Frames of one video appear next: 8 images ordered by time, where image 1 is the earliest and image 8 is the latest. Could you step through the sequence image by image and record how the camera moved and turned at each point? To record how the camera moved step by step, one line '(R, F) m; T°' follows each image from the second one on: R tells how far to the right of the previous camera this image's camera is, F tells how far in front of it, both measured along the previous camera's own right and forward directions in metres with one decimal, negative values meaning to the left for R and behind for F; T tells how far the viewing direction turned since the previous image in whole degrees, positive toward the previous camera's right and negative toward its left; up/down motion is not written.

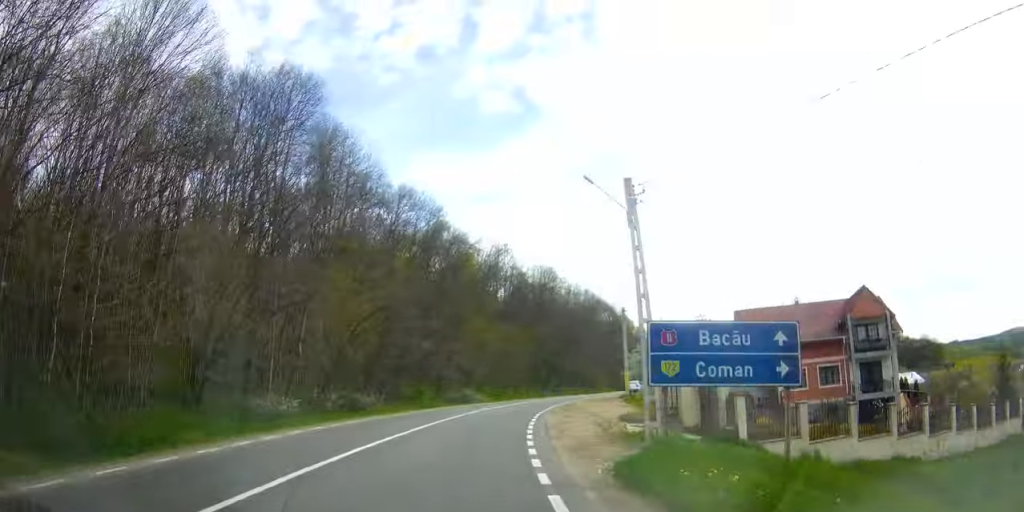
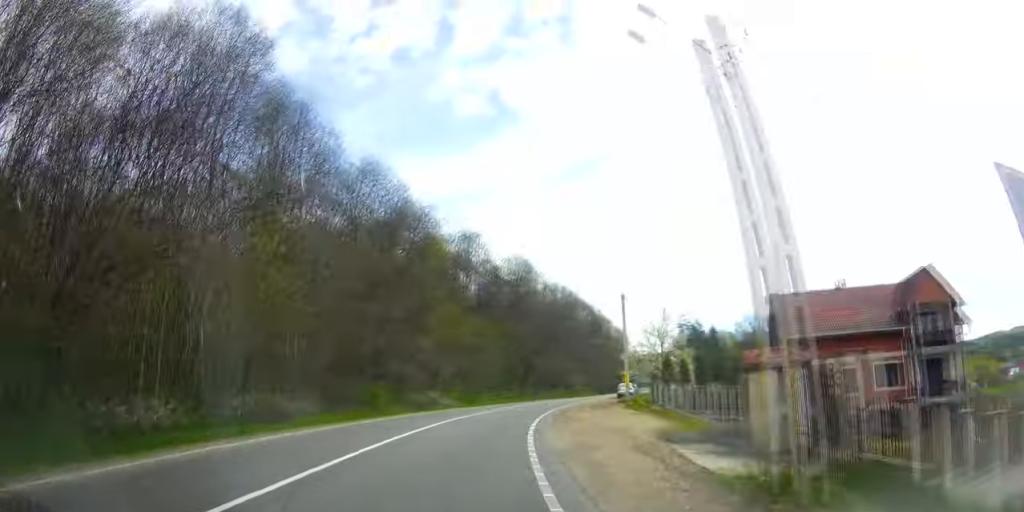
(-0.3, +10.8) m; +1°
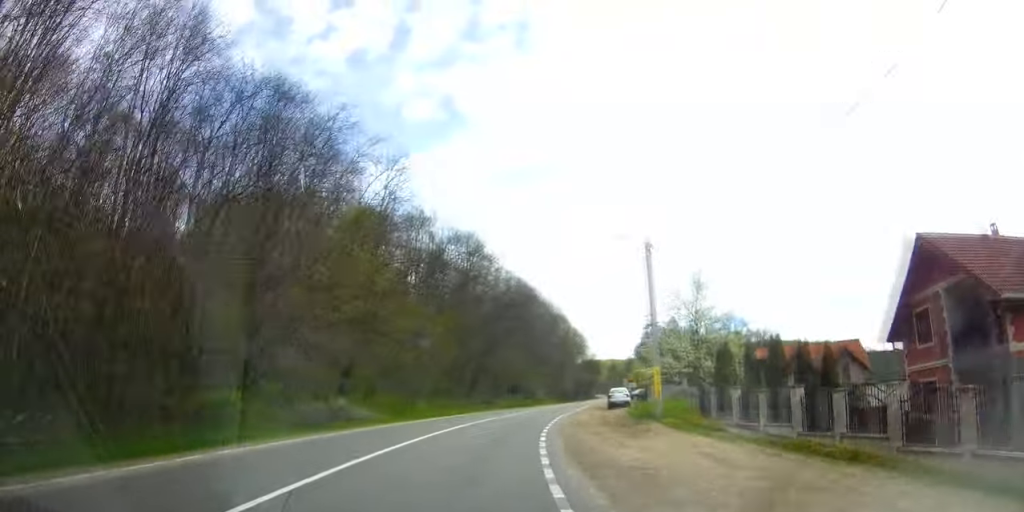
(+0.8, +19.6) m; +5°
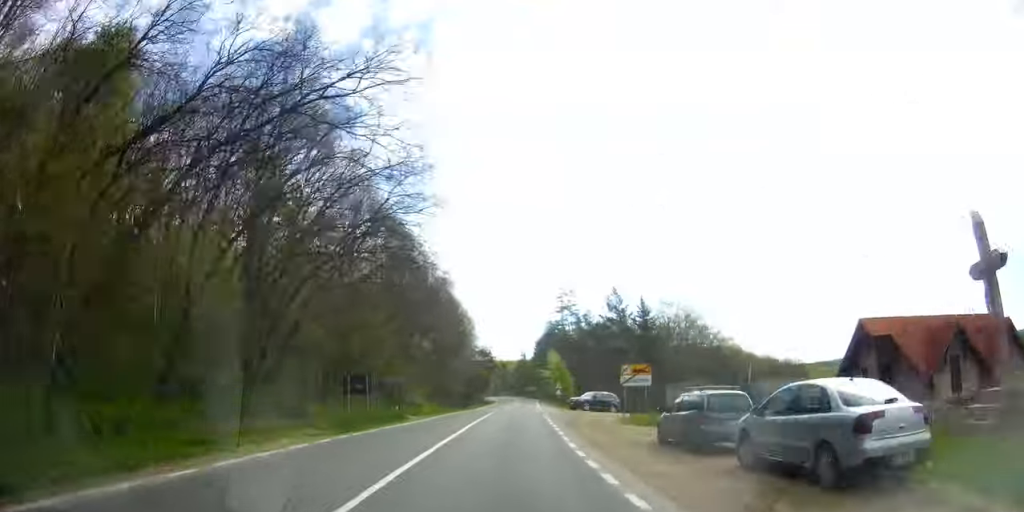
(+4.6, +40.4) m; +12°
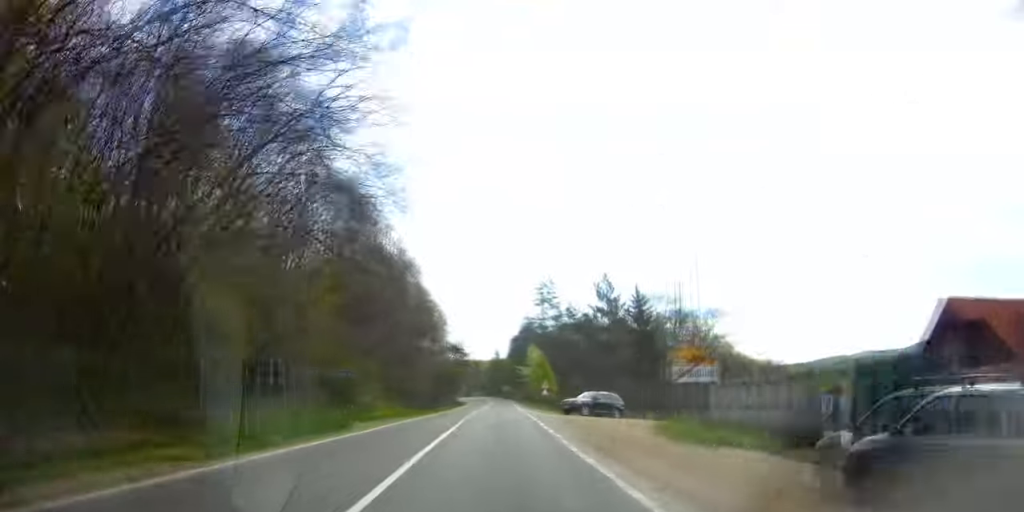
(+0.5, +10.3) m; +2°
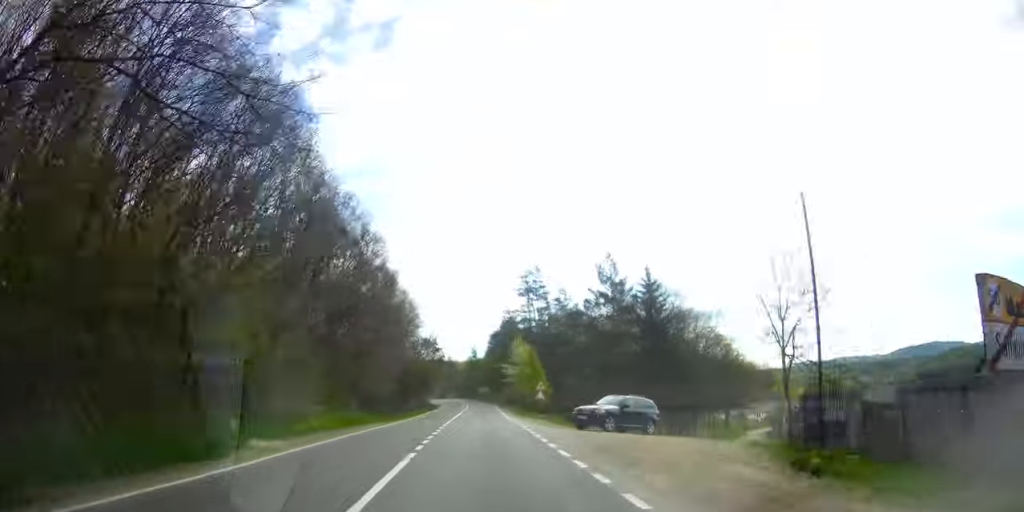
(+0.2, +12.9) m; +3°
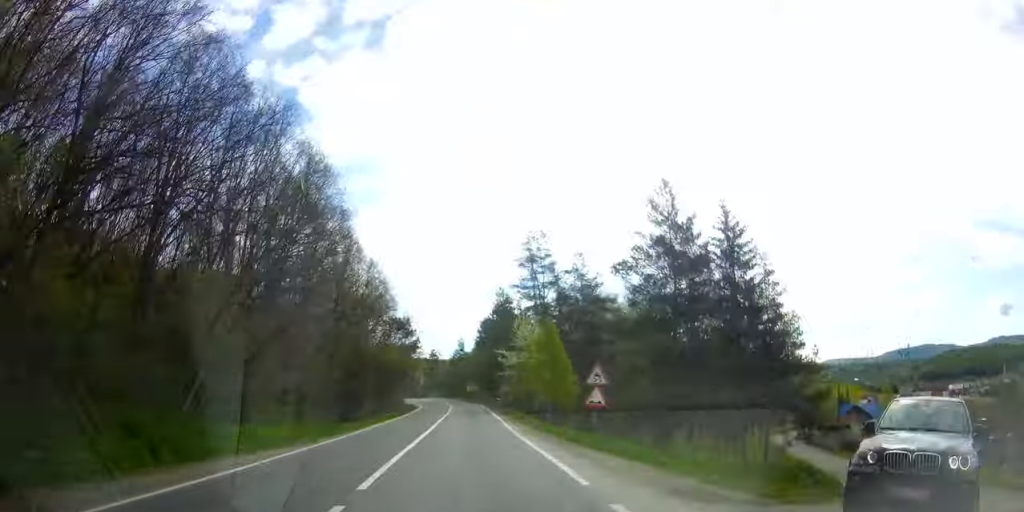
(+0.5, +20.9) m; +6°
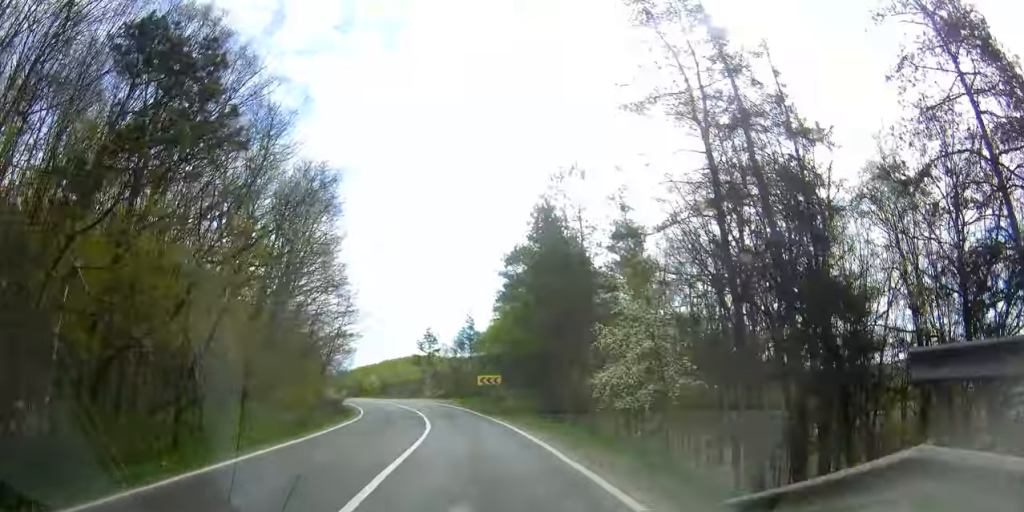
(+6.2, +48.2) m; +10°
